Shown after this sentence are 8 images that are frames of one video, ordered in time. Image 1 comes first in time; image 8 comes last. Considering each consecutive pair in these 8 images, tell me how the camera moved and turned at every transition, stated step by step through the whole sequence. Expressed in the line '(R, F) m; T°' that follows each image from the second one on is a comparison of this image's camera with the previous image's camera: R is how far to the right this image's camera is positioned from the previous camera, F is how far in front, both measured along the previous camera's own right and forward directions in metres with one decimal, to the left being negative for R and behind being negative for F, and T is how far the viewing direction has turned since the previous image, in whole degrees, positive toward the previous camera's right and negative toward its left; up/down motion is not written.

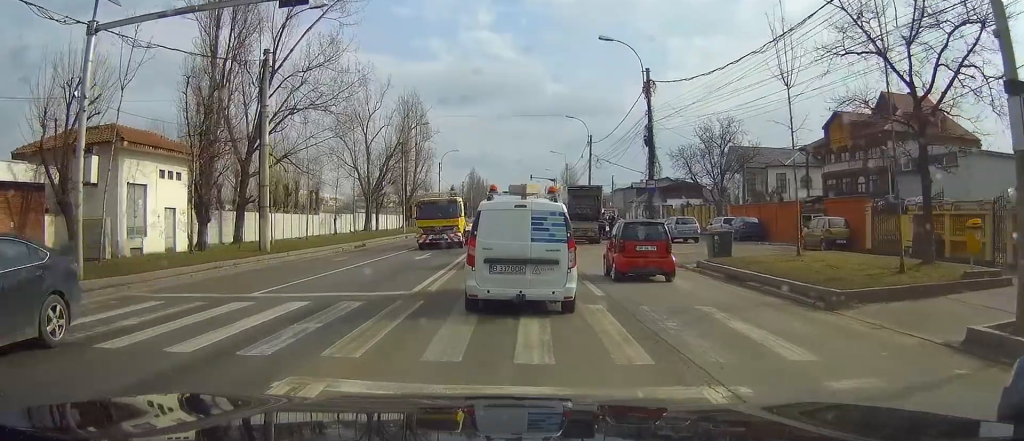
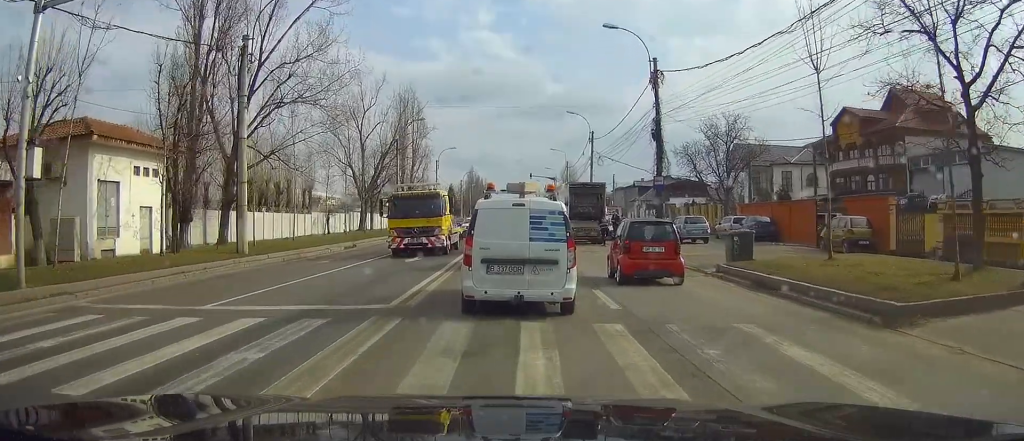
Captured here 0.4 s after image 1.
(0.0, +2.3) m; 0°
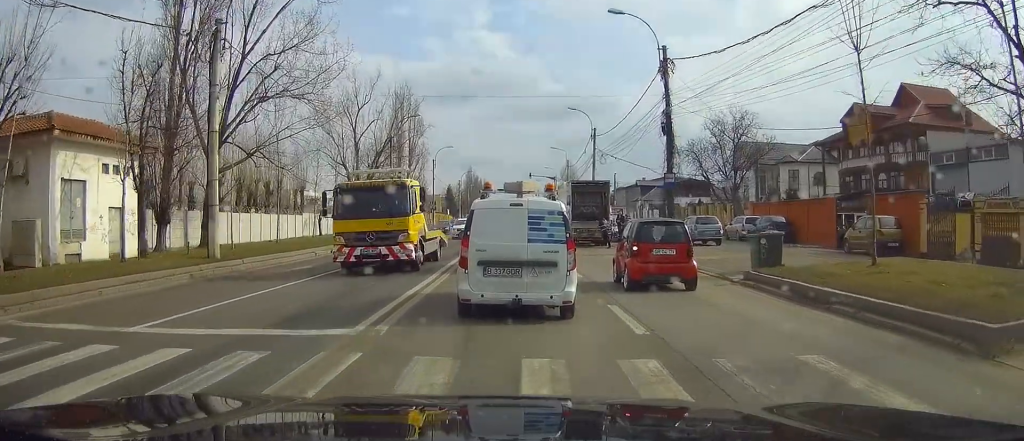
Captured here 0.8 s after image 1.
(0.0, +2.6) m; 0°
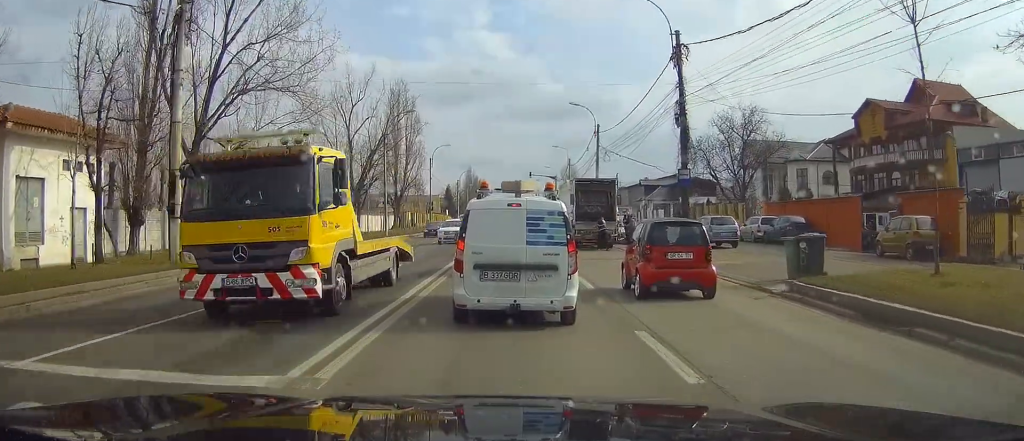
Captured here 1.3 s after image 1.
(0.0, +2.8) m; 0°
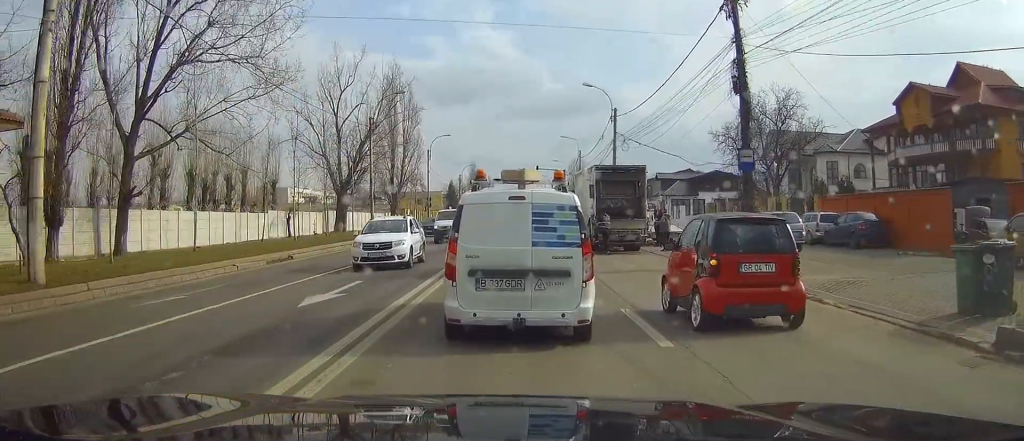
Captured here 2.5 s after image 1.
(0.0, +7.2) m; 0°
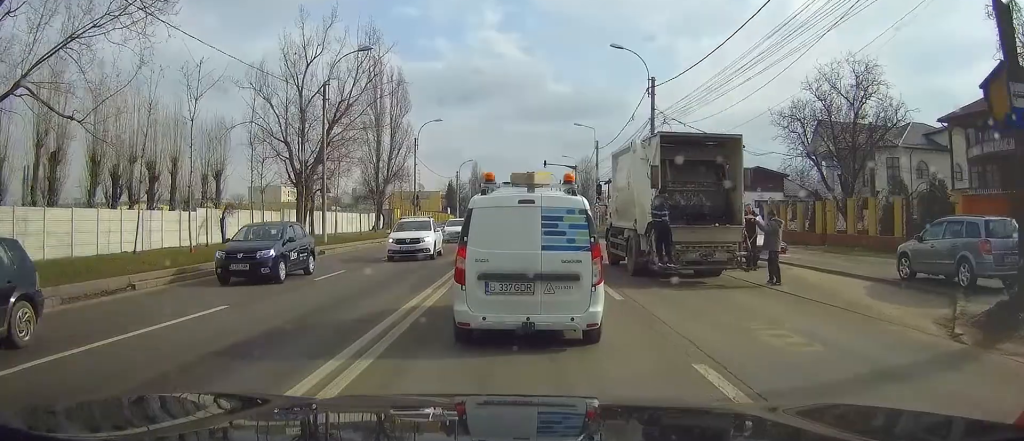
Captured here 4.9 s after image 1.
(0.0, +13.3) m; +1°
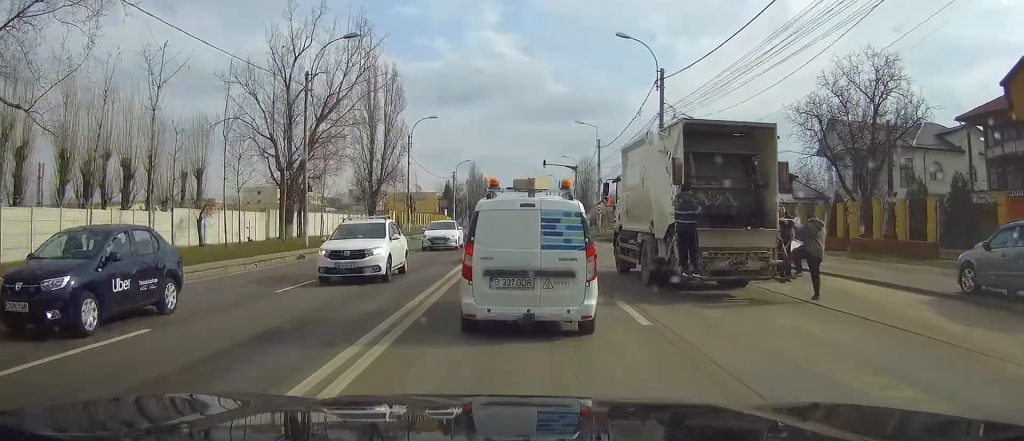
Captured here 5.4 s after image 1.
(+0.1, +3.0) m; 0°
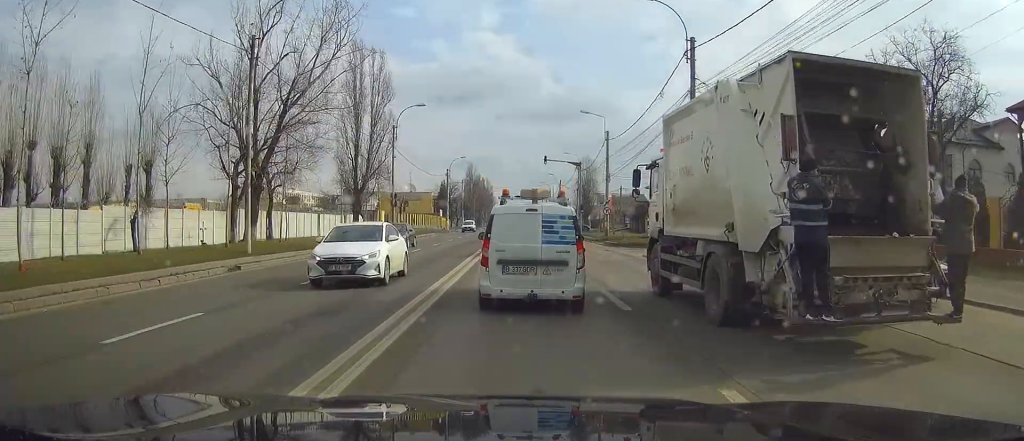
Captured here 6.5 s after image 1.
(-0.2, +7.3) m; -1°
